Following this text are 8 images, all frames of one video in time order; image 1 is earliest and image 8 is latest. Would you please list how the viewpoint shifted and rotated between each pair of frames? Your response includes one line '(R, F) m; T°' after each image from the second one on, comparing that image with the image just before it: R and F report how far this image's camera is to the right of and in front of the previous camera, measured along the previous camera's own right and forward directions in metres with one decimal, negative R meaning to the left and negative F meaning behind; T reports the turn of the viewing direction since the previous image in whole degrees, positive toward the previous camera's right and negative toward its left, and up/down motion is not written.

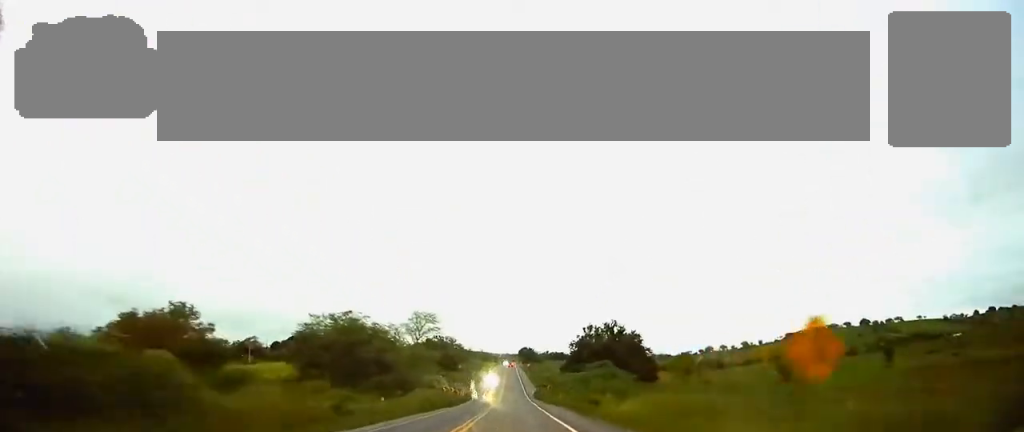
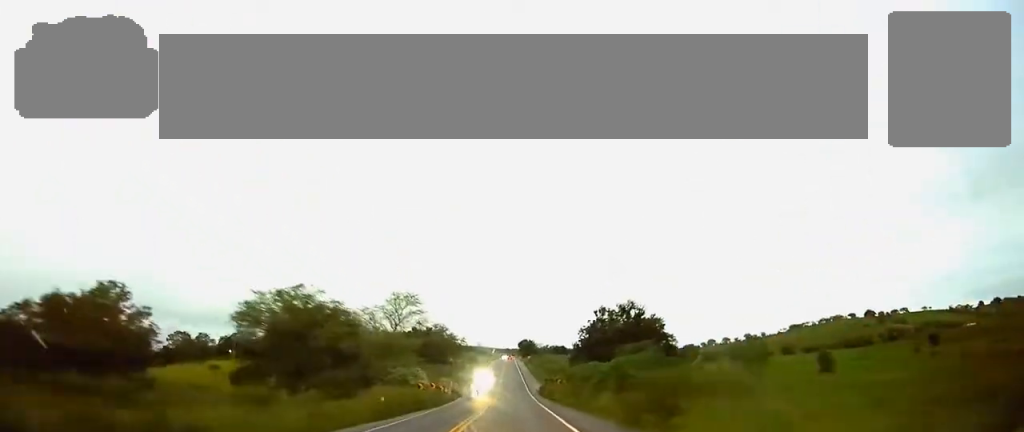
(+0.1, +17.0) m; 0°
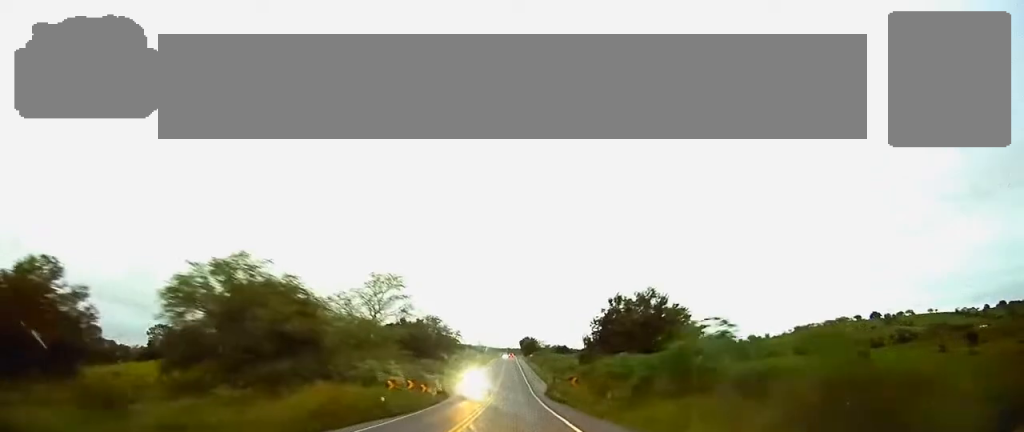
(+0.1, +13.0) m; 0°
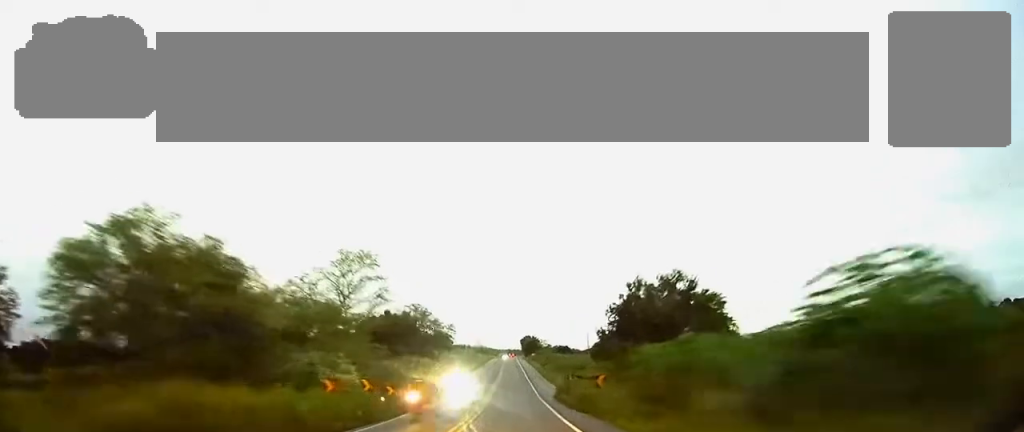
(-0.1, +13.2) m; 0°
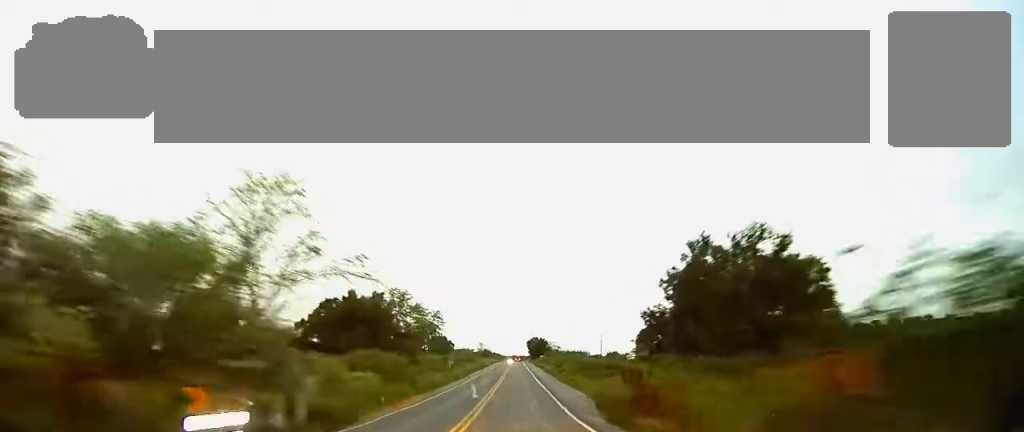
(-0.2, +22.5) m; 0°
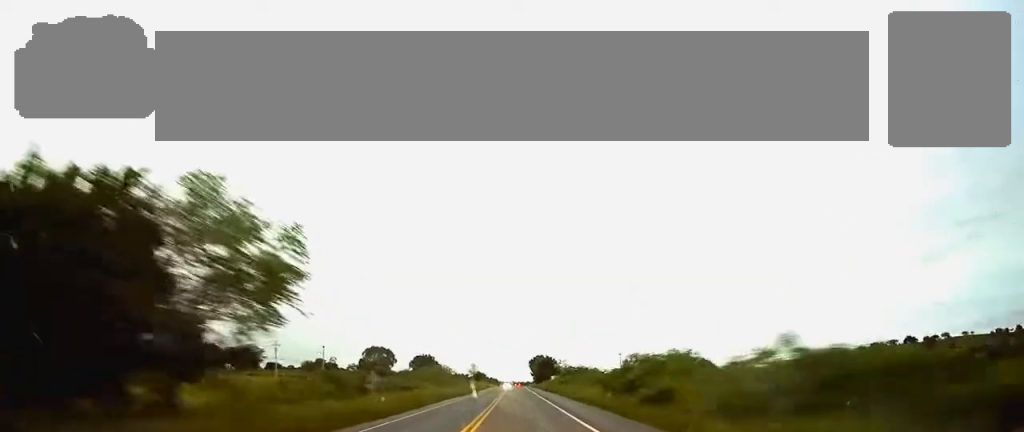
(+0.1, +46.6) m; 0°
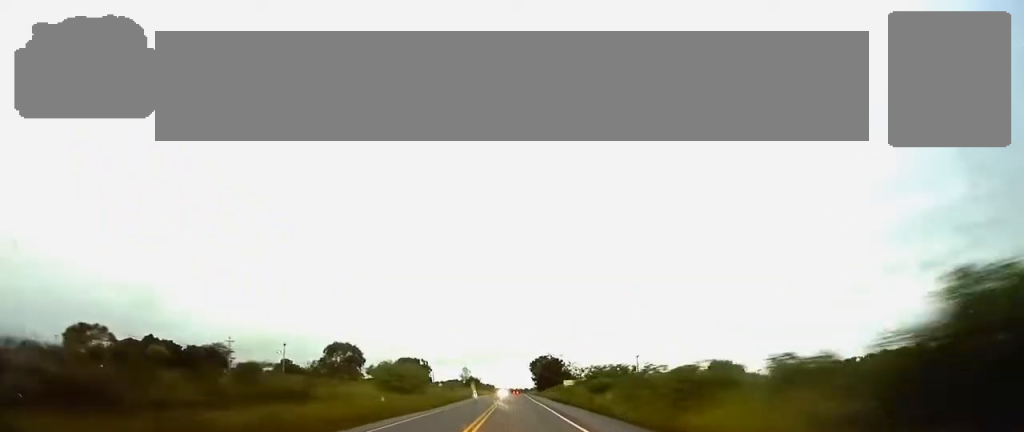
(0.0, +30.0) m; 0°
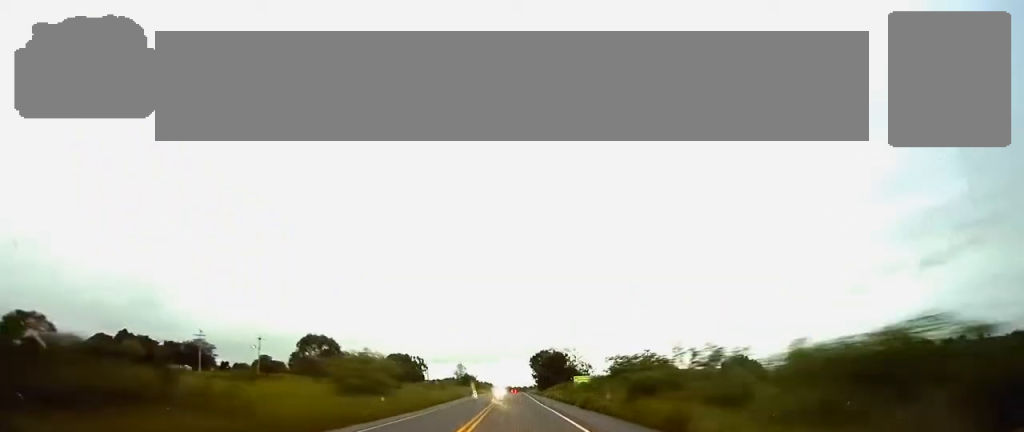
(0.0, +14.5) m; 0°
